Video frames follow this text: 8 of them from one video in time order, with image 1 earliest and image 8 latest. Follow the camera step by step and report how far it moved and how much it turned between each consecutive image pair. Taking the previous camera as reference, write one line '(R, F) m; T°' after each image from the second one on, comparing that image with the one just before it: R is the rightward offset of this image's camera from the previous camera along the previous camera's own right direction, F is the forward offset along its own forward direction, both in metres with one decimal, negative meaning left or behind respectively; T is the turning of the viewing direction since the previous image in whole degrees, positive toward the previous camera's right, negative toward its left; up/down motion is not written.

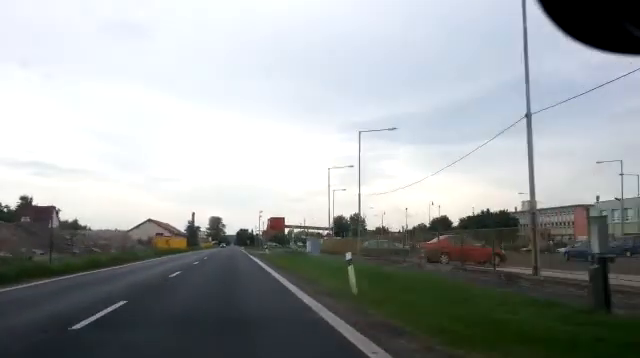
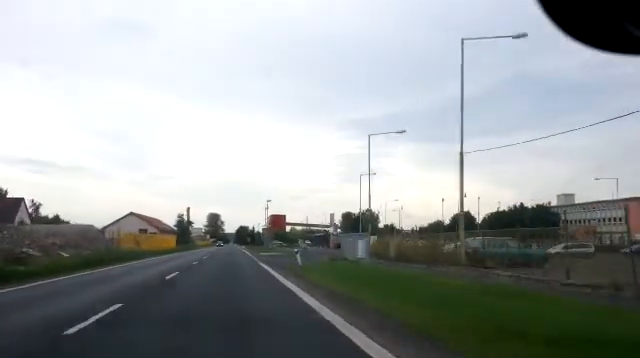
(-0.1, +23.7) m; 0°
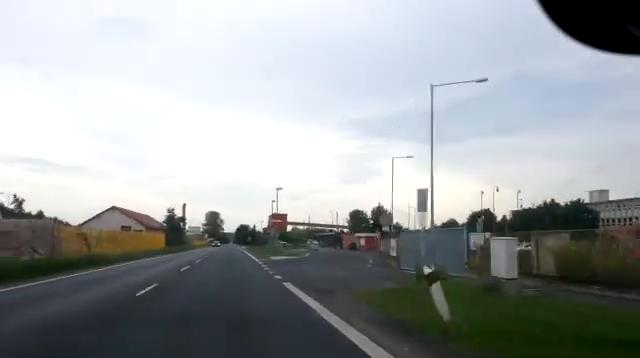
(0.0, +16.2) m; 0°
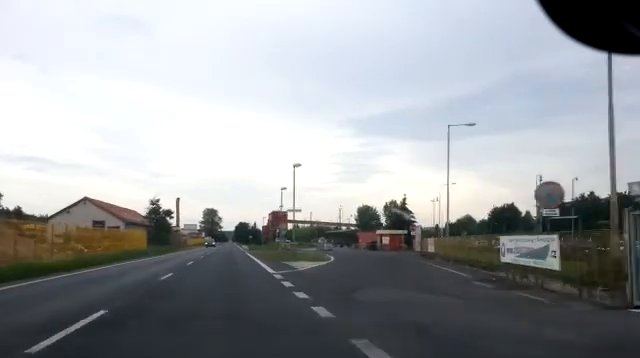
(+0.1, +16.2) m; 0°
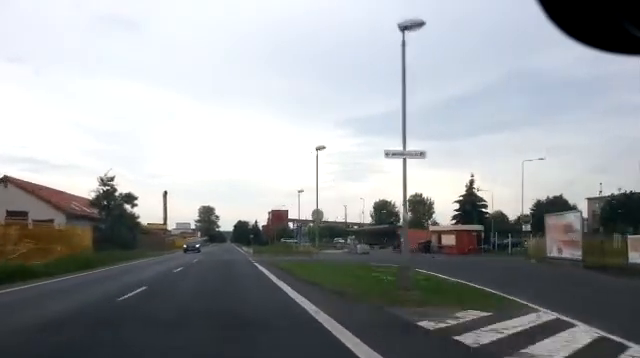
(+0.1, +24.1) m; 0°
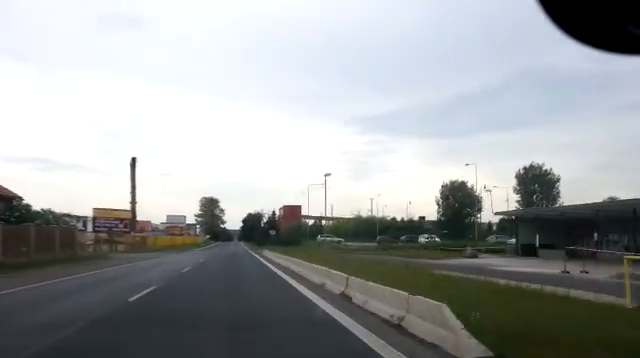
(+0.2, +48.0) m; 0°
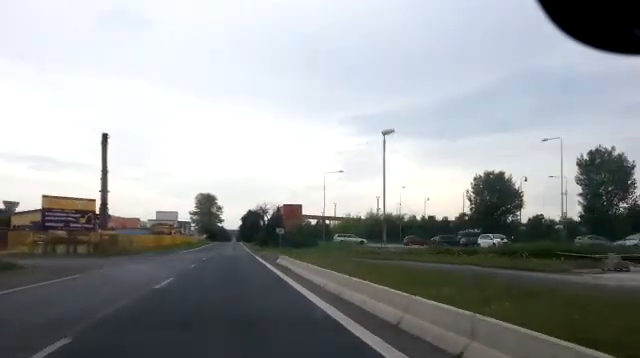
(-0.3, +15.9) m; 0°
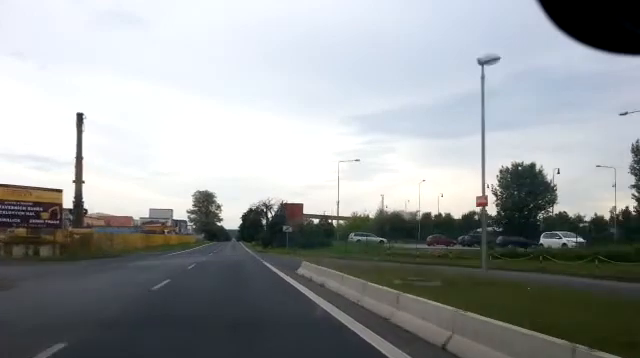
(0.0, +9.6) m; 0°
